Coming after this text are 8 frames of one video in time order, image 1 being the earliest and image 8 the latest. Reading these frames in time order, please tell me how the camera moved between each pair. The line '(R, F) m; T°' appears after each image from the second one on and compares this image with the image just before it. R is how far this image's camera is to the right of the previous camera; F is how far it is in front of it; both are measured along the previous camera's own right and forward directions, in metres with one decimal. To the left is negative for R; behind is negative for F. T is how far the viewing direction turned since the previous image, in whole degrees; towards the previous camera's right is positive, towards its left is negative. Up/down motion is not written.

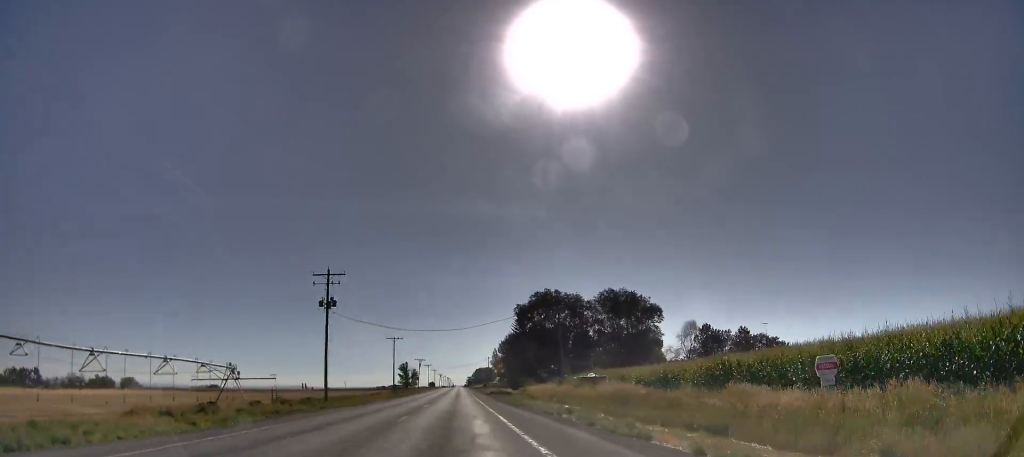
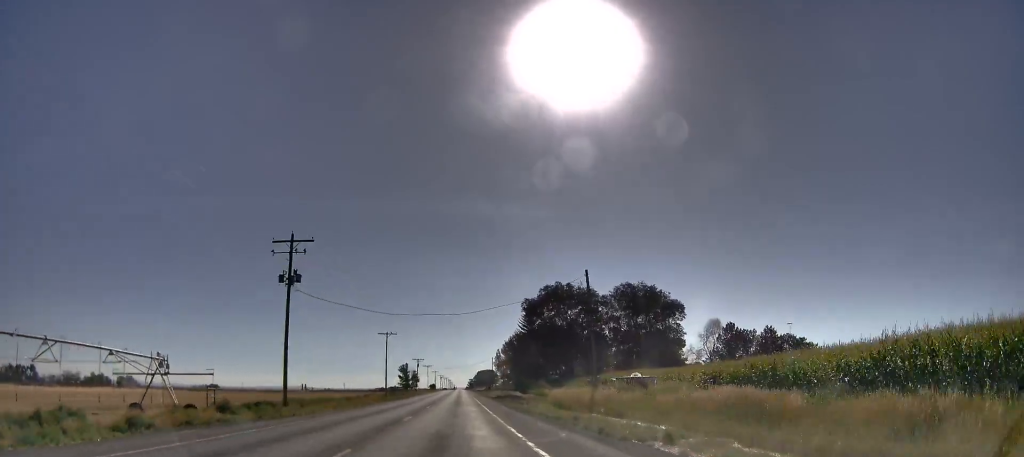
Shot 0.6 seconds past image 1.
(0.0, +13.5) m; 0°
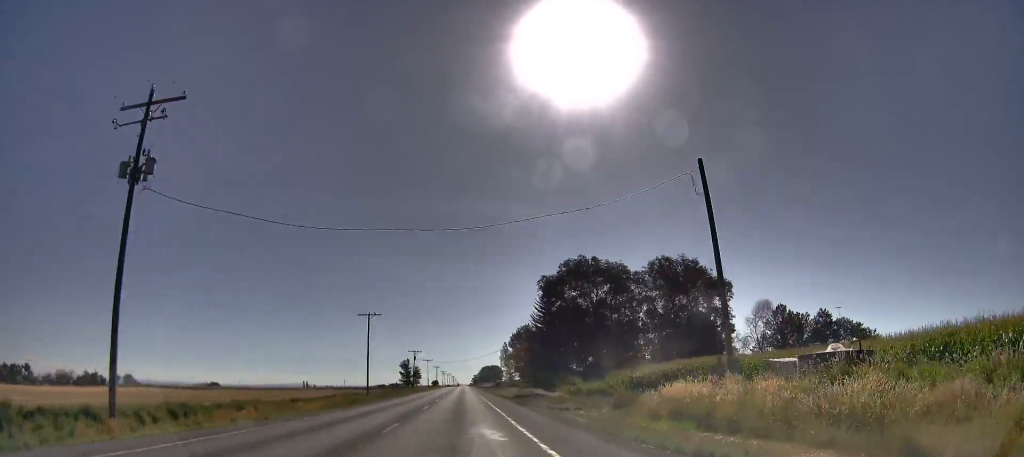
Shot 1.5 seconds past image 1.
(0.0, +22.5) m; -1°
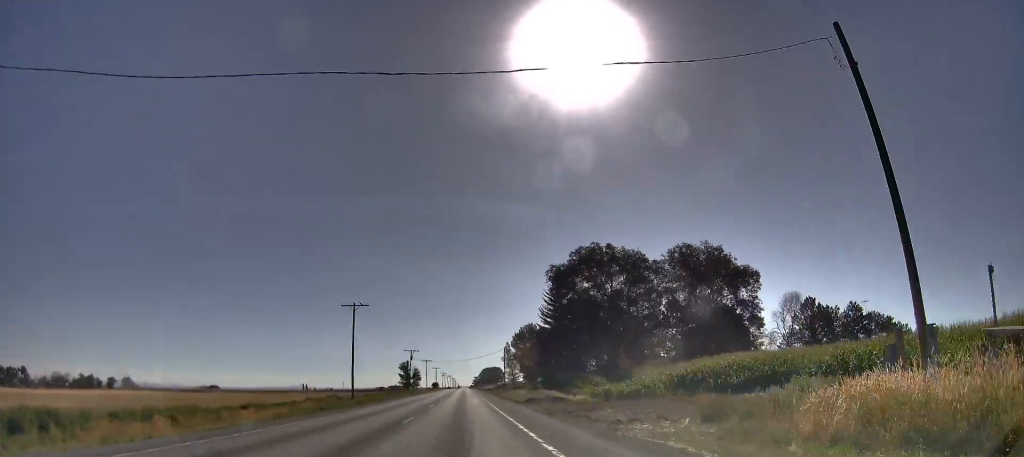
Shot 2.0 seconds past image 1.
(-0.1, +10.8) m; 0°
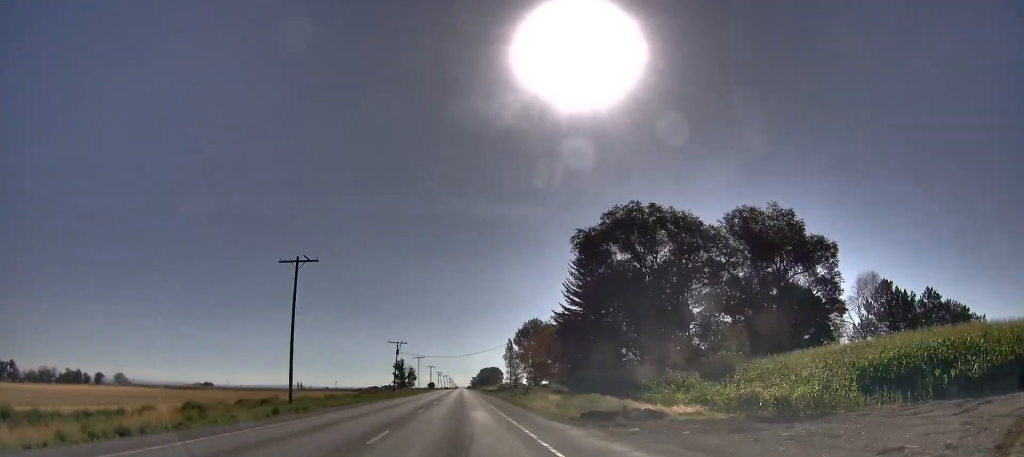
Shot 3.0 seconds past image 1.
(-0.2, +22.8) m; 0°
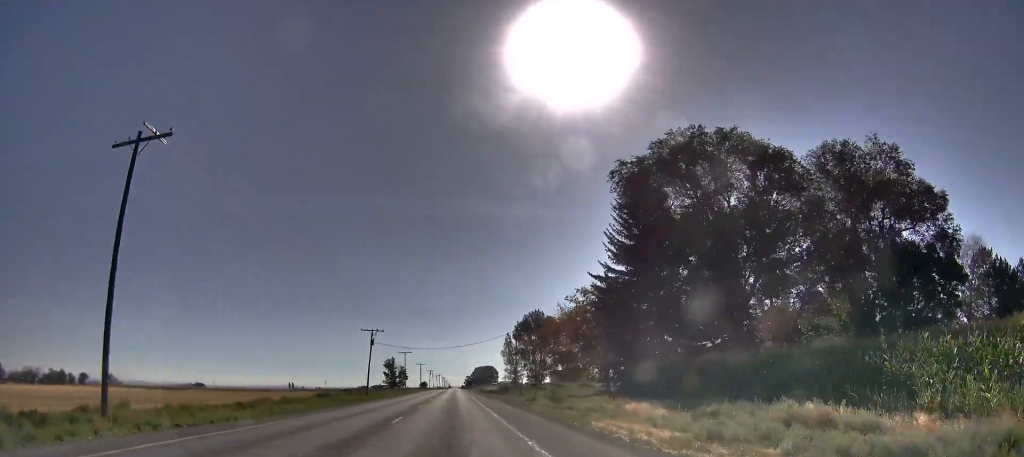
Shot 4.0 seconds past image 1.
(+0.4, +22.5) m; +1°
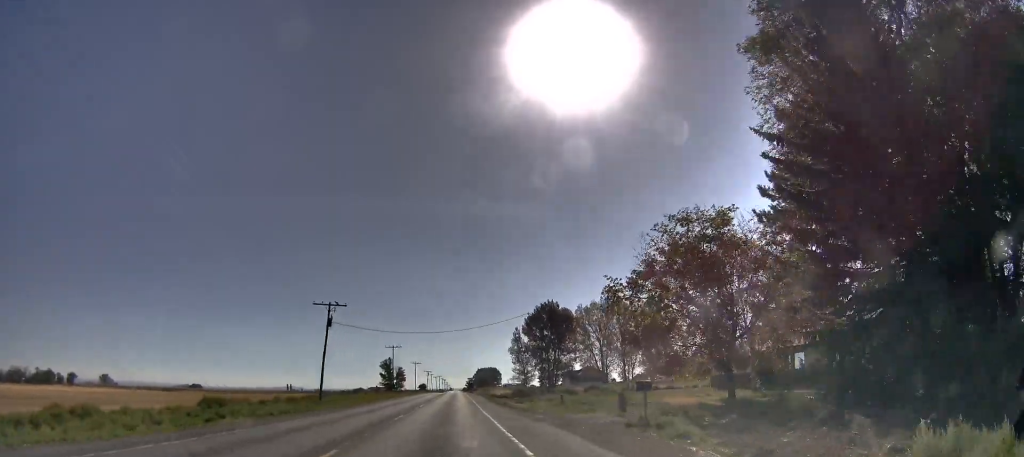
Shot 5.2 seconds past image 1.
(0.0, +27.1) m; 0°
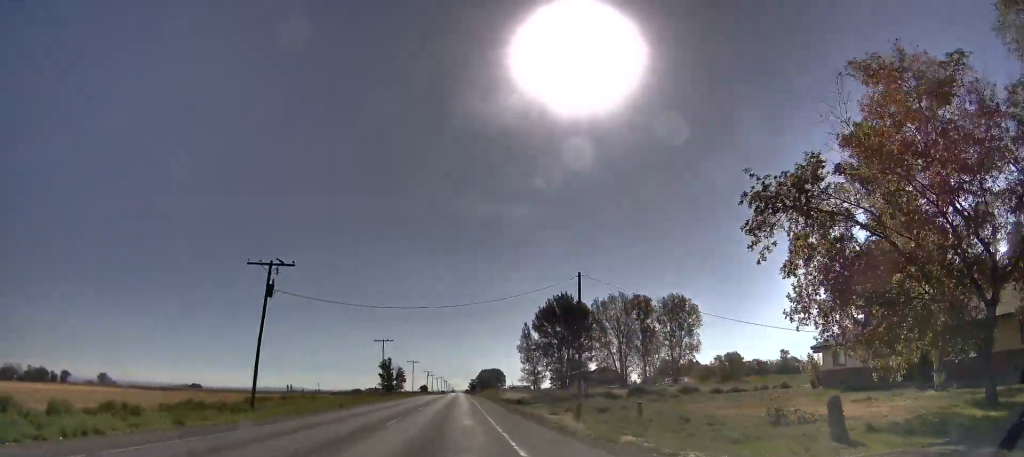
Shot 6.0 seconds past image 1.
(0.0, +18.0) m; 0°
